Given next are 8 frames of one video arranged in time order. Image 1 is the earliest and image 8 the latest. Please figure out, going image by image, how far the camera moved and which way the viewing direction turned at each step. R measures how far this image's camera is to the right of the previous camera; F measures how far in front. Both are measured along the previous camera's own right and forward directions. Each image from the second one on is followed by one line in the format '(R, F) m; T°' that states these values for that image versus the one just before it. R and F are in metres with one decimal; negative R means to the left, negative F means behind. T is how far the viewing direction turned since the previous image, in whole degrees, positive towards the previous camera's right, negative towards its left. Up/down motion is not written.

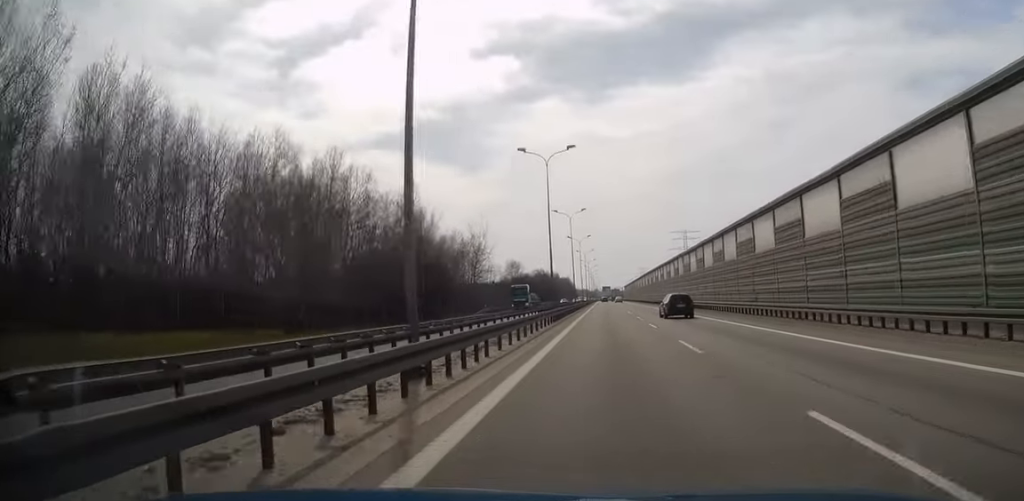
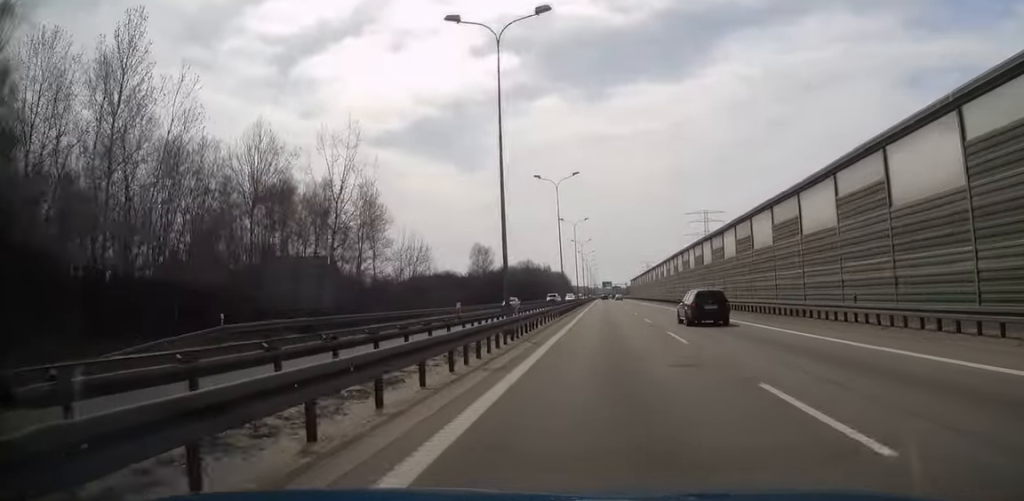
(0.0, +59.6) m; 0°
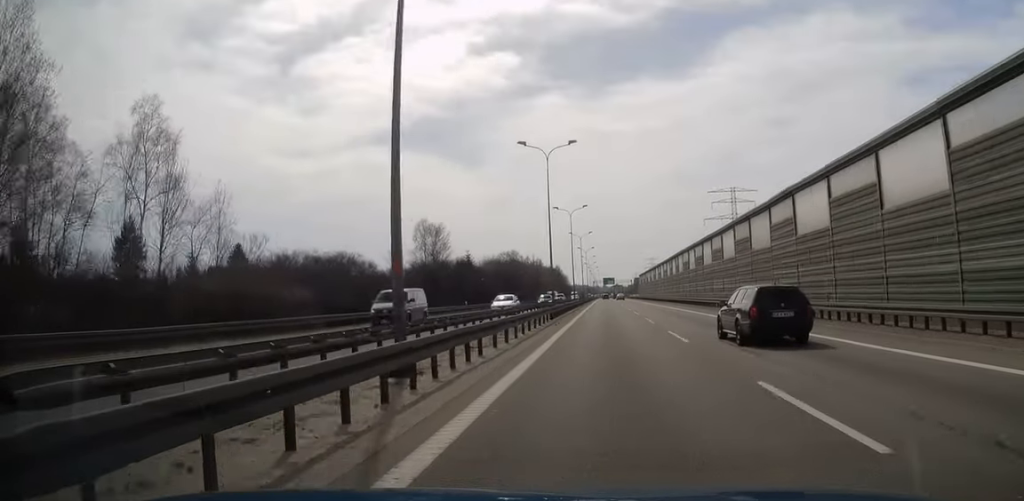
(0.0, +49.2) m; 0°
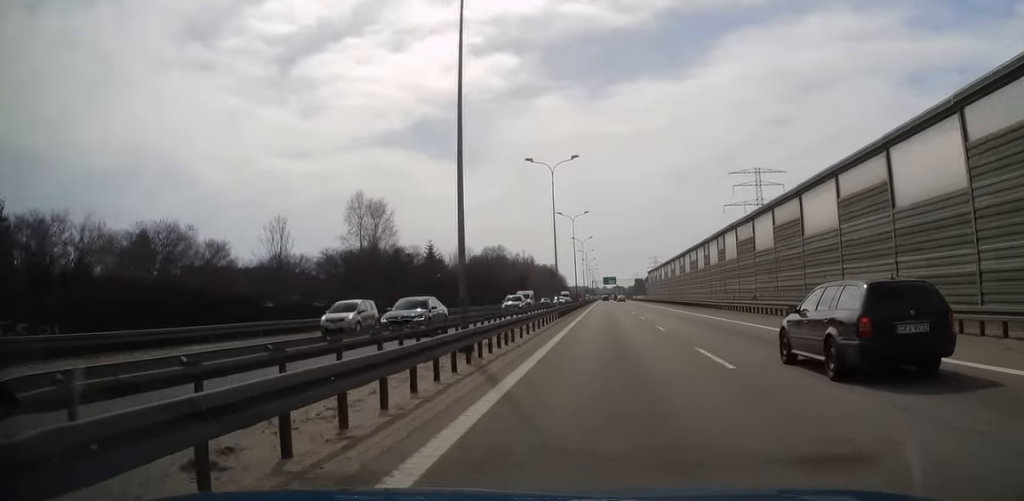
(-0.1, +30.9) m; 0°
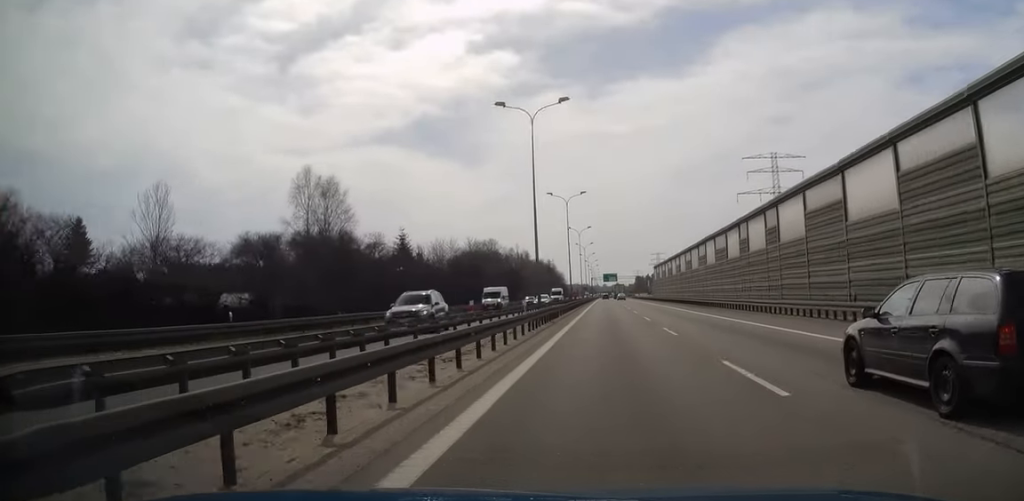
(0.0, +15.7) m; 0°
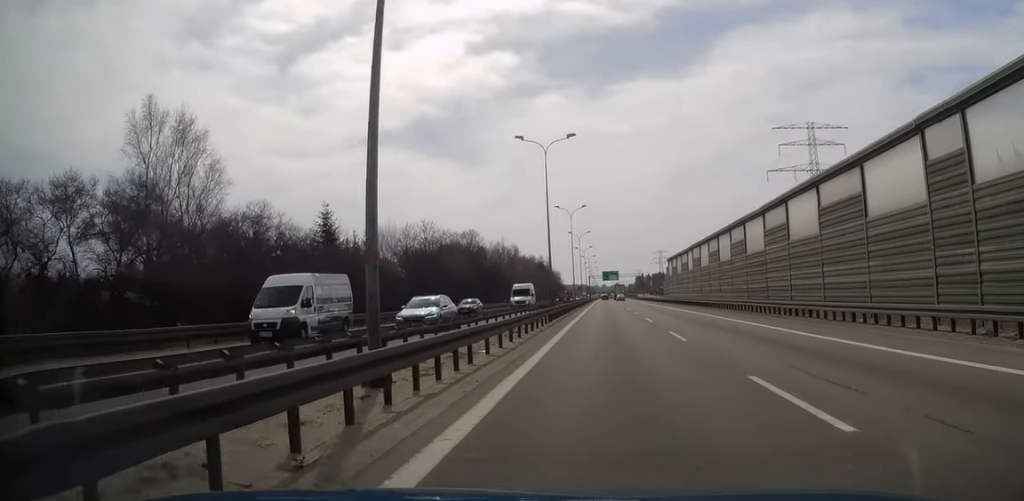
(+0.1, +26.9) m; 0°
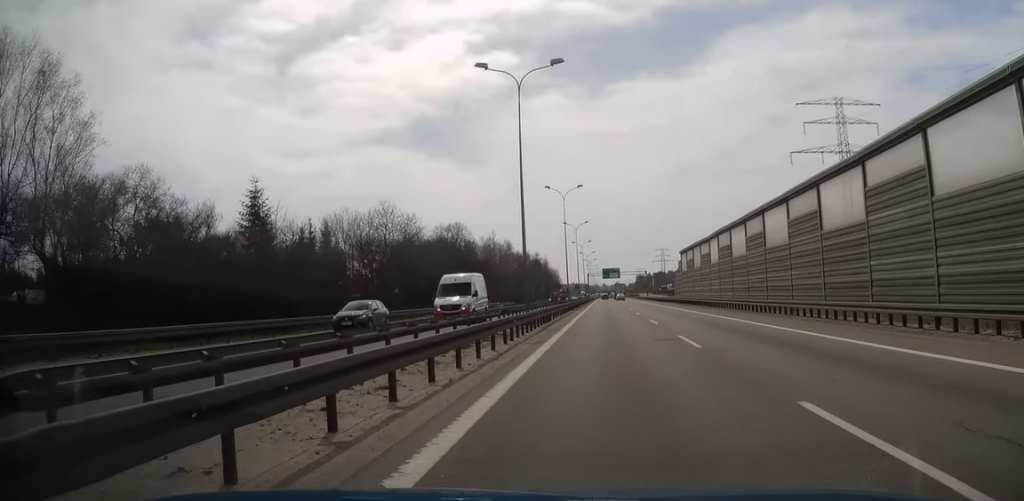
(0.0, +15.1) m; 0°
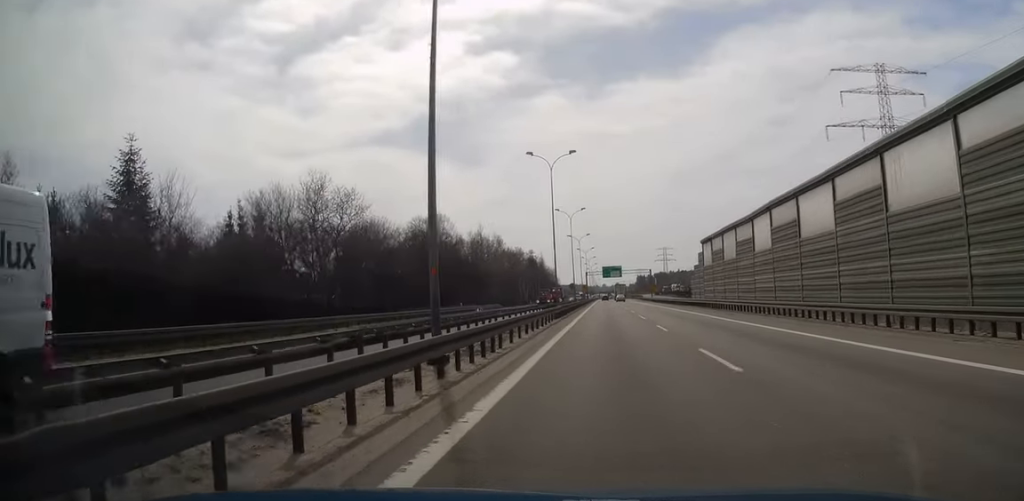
(0.0, +16.8) m; 0°
